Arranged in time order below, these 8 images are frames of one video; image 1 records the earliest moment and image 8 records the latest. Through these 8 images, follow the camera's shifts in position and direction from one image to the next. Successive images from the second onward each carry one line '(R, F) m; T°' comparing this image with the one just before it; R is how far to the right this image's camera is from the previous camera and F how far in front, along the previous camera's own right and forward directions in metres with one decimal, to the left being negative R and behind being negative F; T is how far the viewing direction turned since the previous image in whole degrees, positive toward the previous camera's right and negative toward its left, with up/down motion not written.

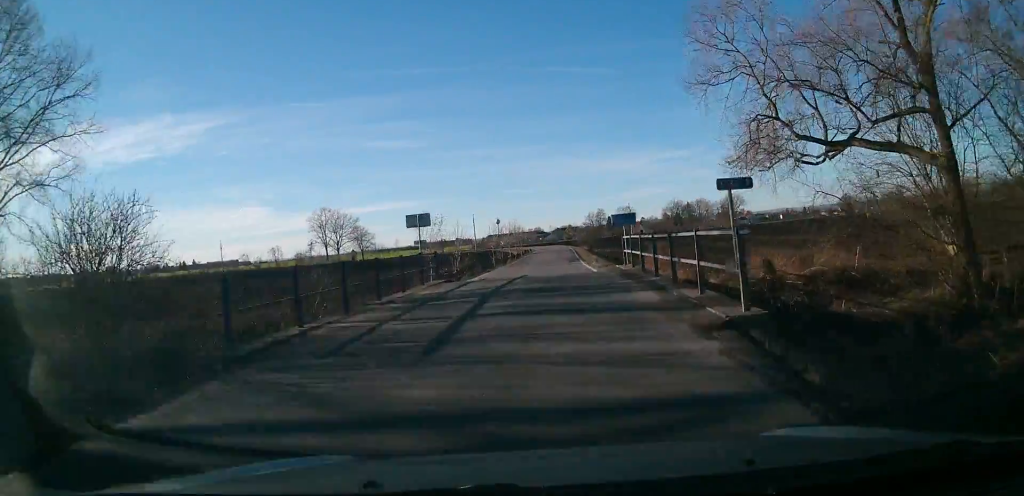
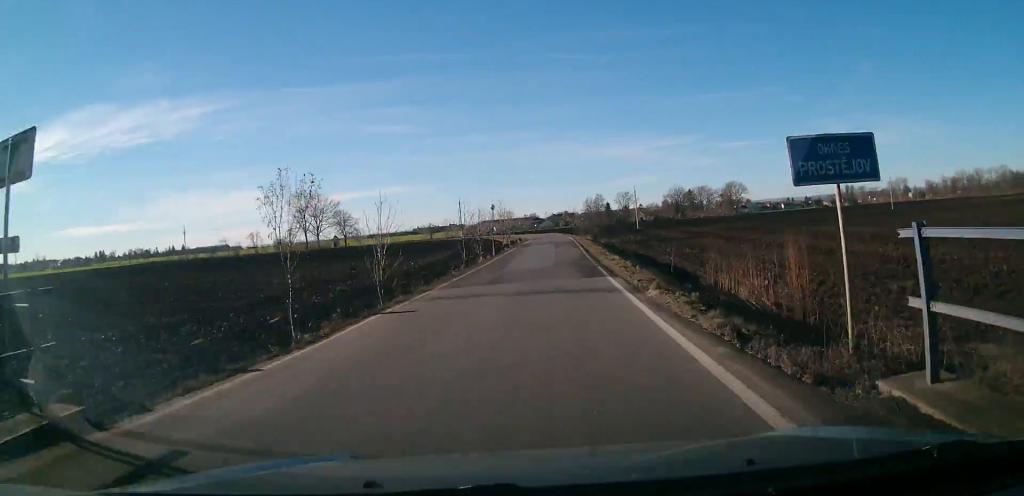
(+0.4, +19.7) m; +1°
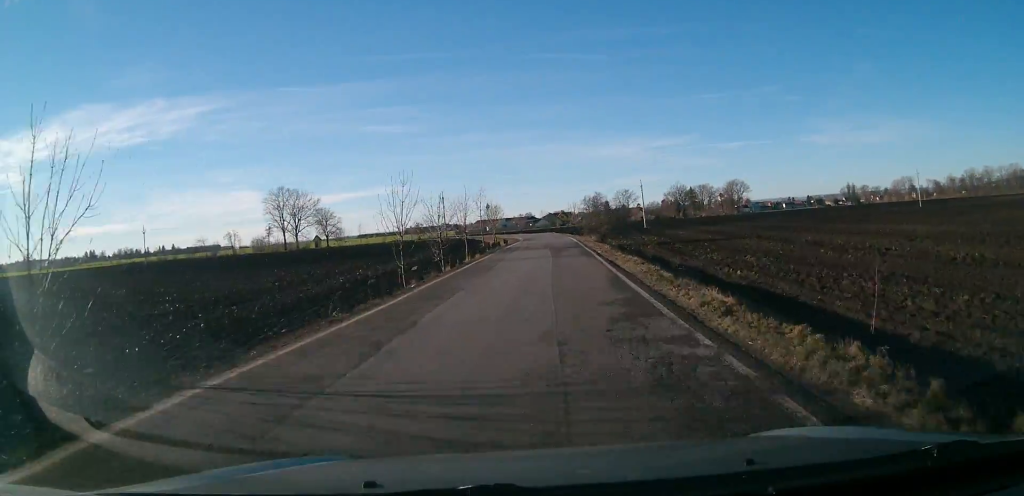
(0.0, +18.9) m; 0°
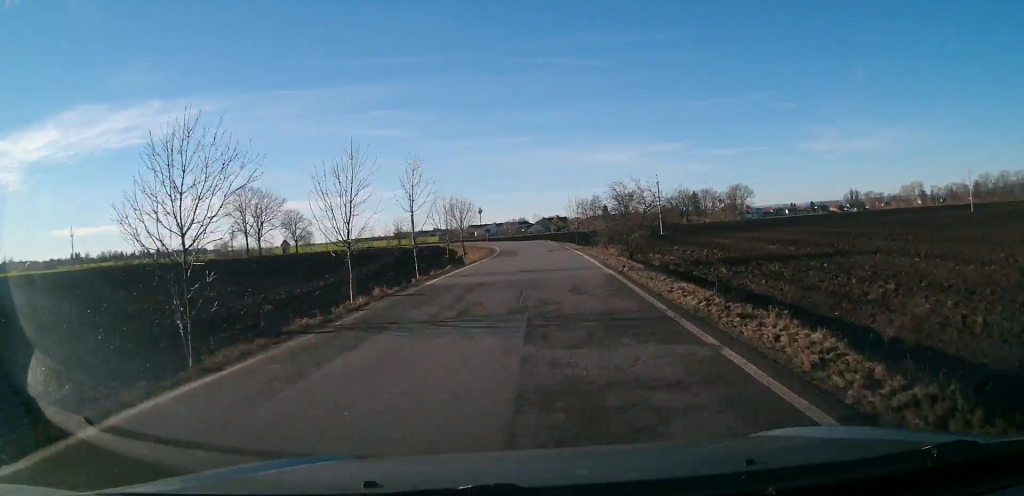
(-0.1, +28.3) m; 0°
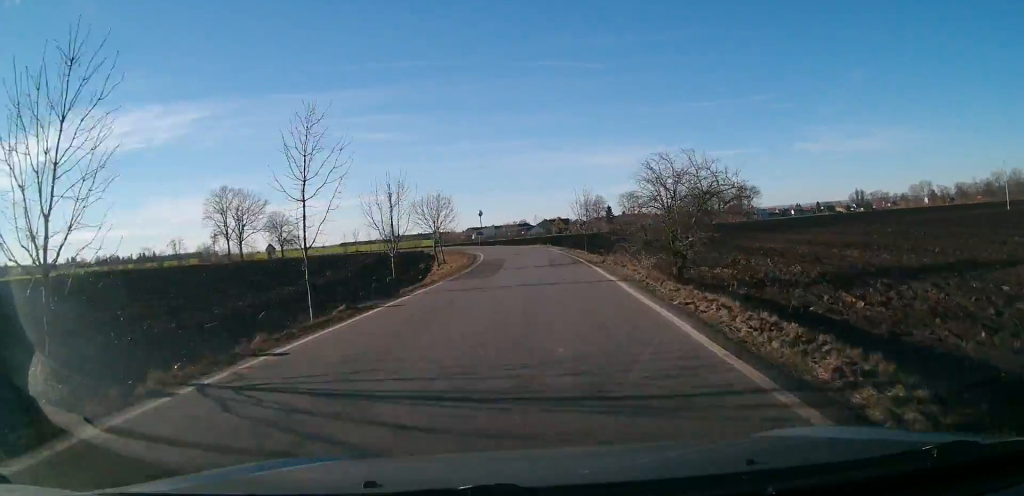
(-0.2, +15.0) m; +1°
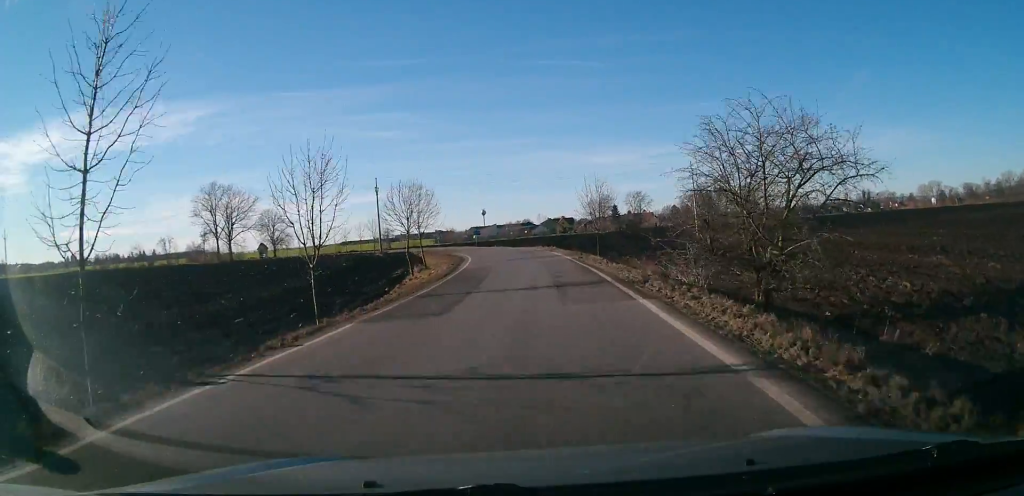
(+0.2, +9.9) m; 0°
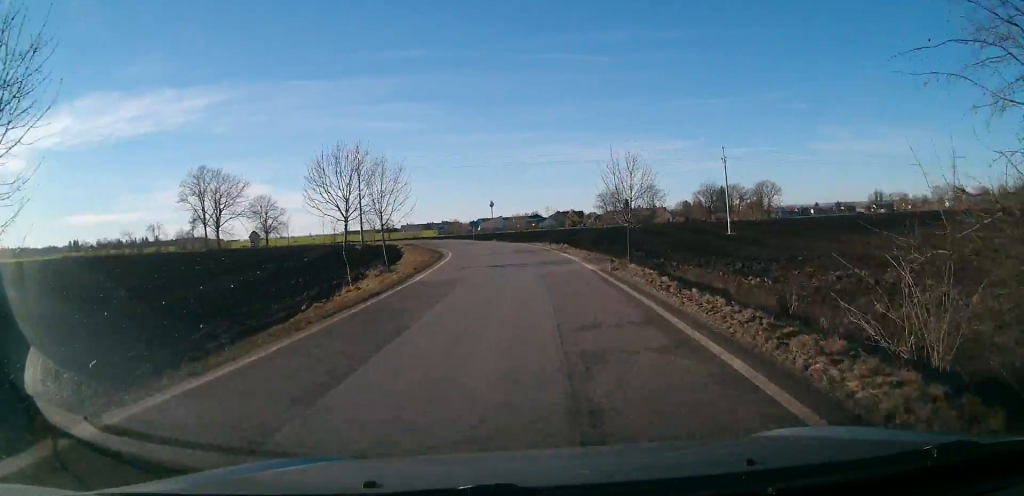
(+0.5, +12.7) m; -1°
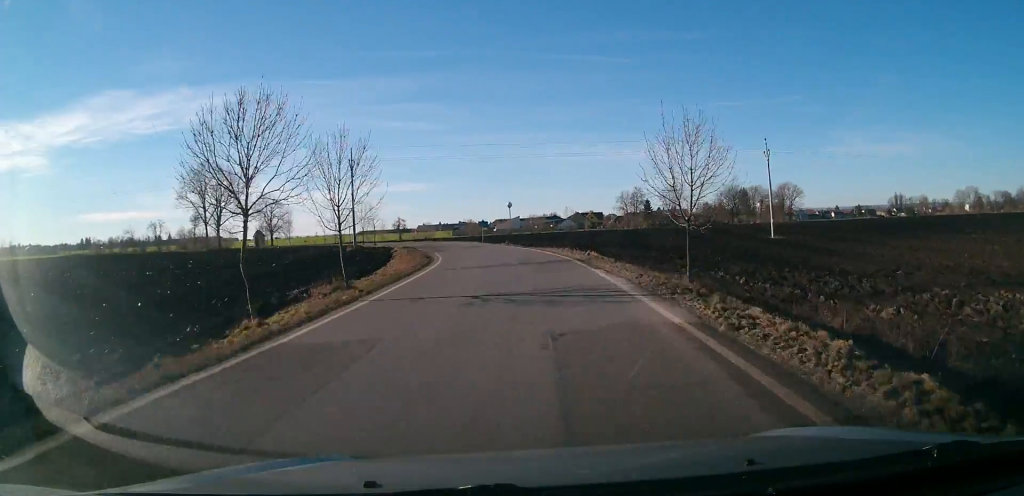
(-0.5, +9.7) m; -2°
